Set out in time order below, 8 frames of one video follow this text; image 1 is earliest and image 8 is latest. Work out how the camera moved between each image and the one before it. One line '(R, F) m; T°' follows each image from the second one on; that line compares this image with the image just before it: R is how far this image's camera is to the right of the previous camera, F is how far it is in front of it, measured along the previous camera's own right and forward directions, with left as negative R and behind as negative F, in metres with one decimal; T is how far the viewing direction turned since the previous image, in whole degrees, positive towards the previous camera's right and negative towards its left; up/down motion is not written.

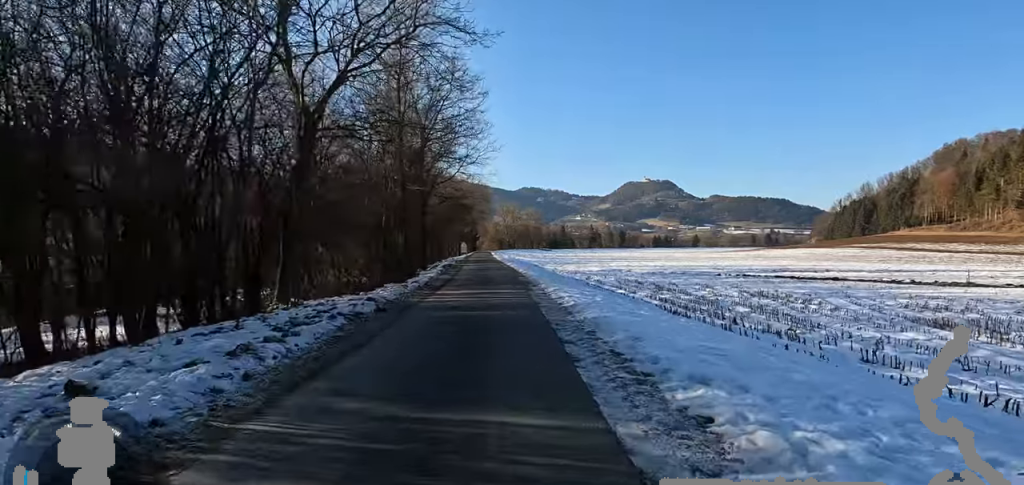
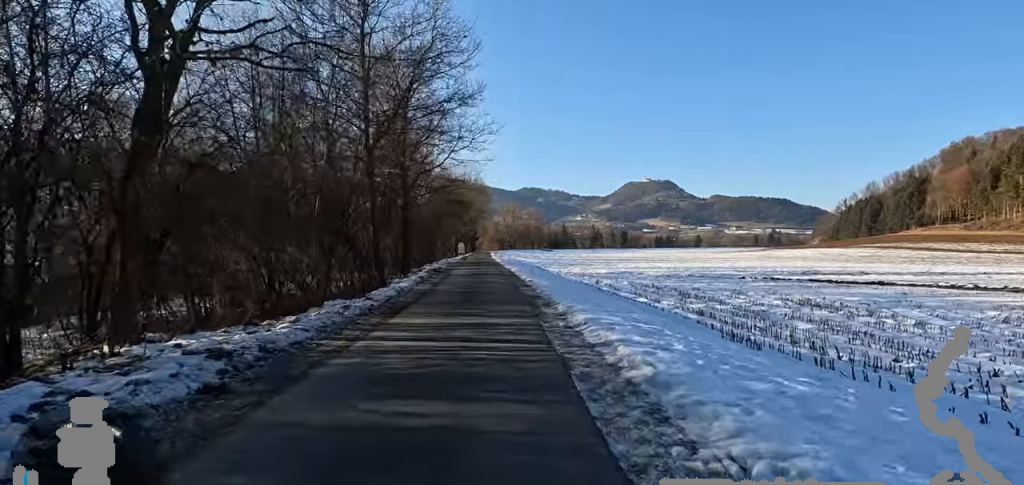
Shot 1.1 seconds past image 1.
(+1.2, +5.7) m; 0°
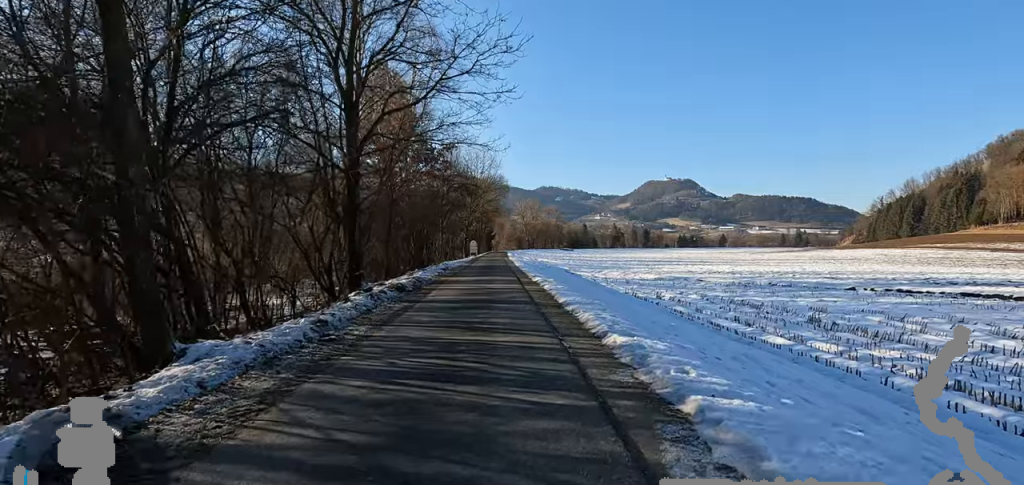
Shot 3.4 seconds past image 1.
(-0.6, +12.9) m; 0°
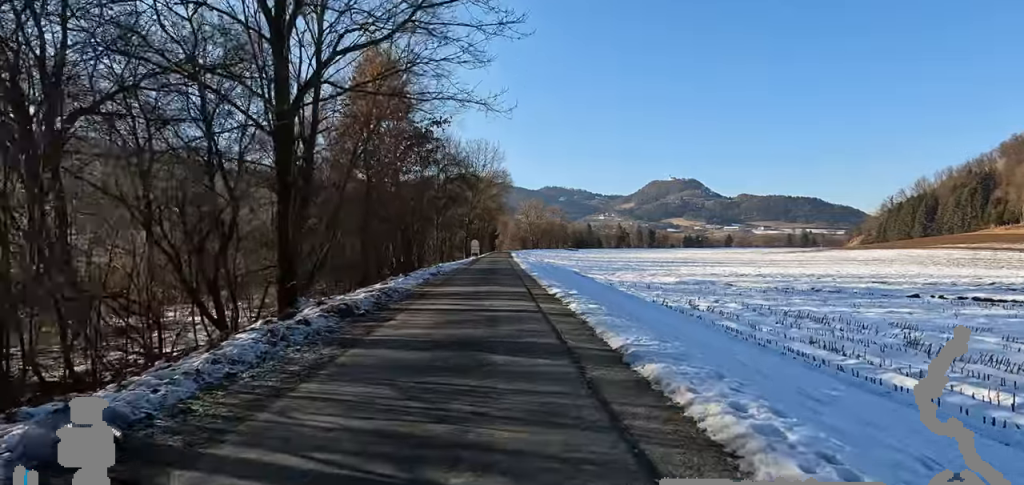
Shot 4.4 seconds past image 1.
(0.0, +5.2) m; 0°
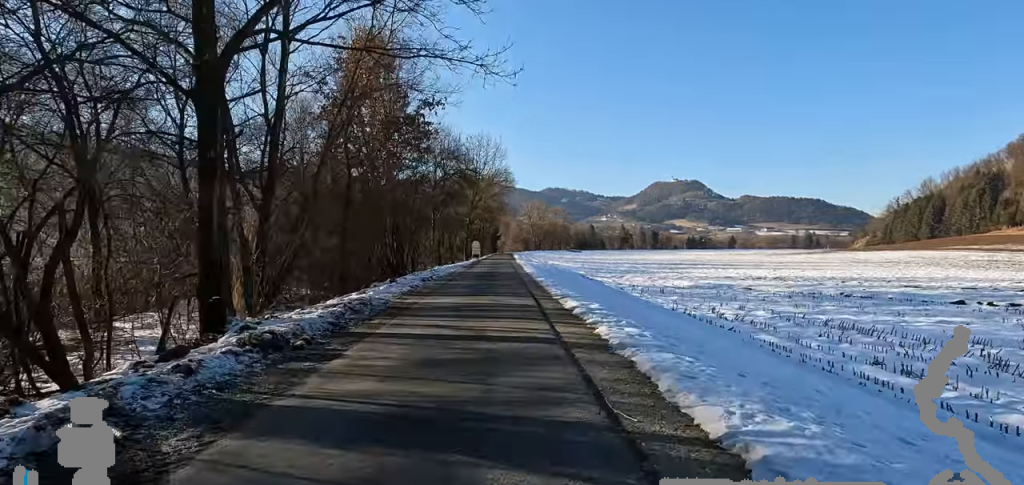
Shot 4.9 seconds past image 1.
(+0.8, +2.8) m; 0°
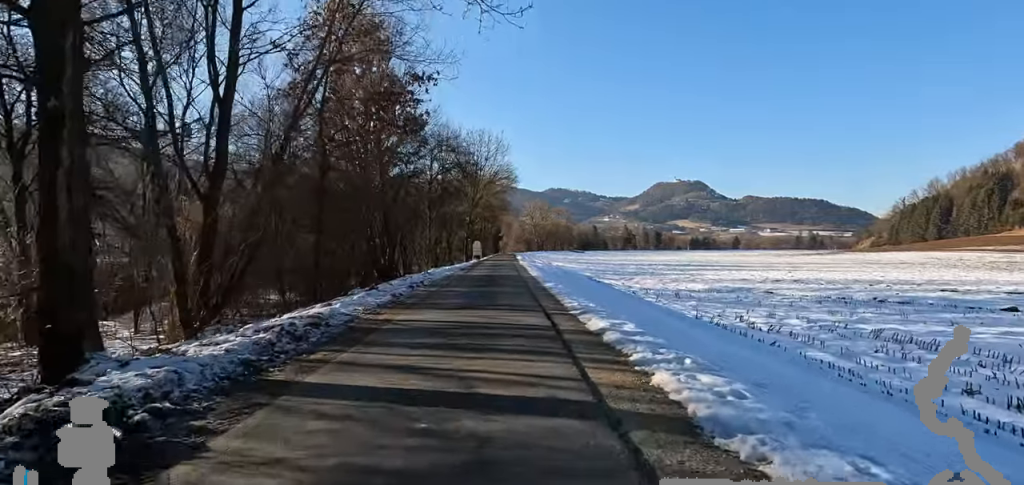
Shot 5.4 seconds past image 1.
(-0.8, +2.7) m; 0°
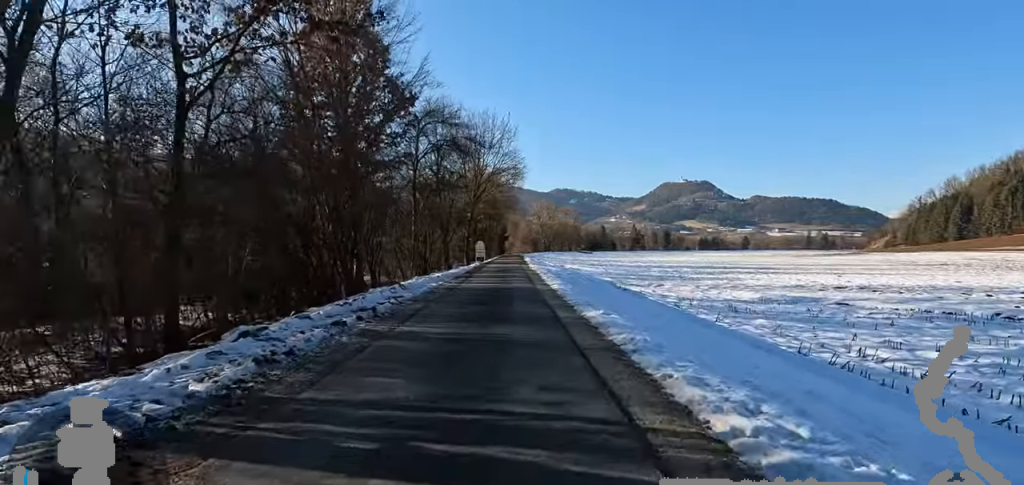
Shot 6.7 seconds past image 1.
(+0.4, +6.9) m; +2°
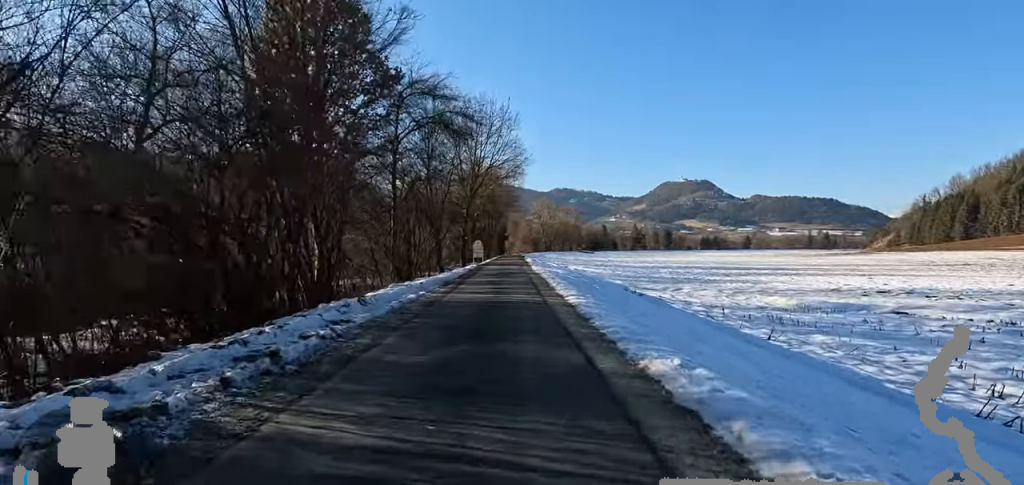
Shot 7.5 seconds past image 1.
(-0.4, +4.1) m; -1°
